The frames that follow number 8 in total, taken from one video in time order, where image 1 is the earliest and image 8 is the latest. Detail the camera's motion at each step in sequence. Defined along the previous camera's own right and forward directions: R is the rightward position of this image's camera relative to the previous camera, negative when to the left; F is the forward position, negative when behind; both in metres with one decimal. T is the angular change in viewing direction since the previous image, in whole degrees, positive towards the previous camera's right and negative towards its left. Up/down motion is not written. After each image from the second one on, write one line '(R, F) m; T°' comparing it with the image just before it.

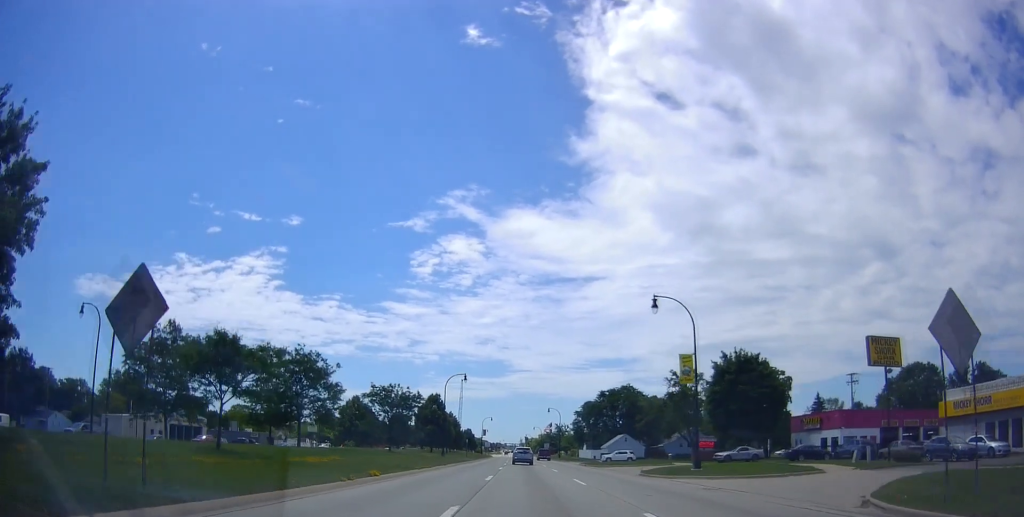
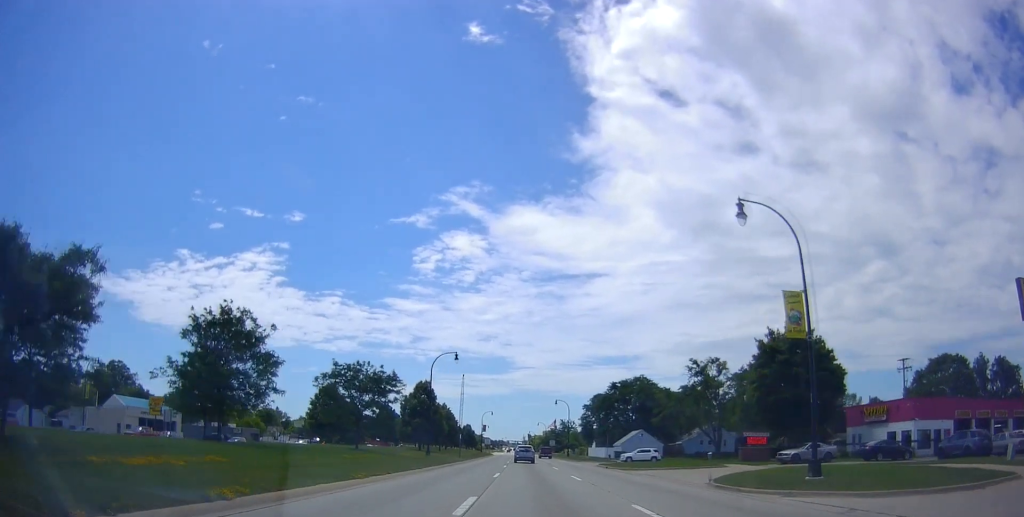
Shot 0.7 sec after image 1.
(+0.2, +12.7) m; -1°
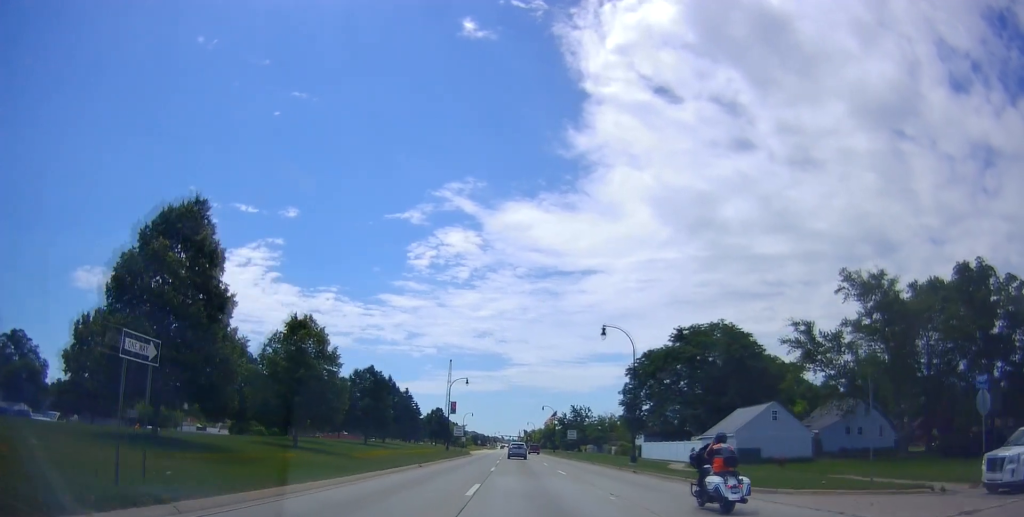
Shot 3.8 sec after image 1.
(+0.2, +56.7) m; 0°
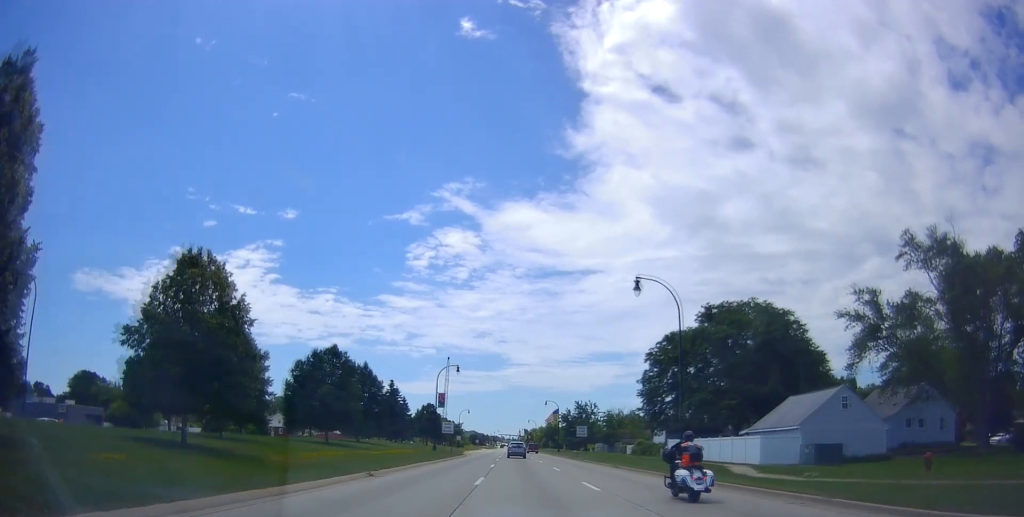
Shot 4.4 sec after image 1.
(-0.4, +11.7) m; -2°
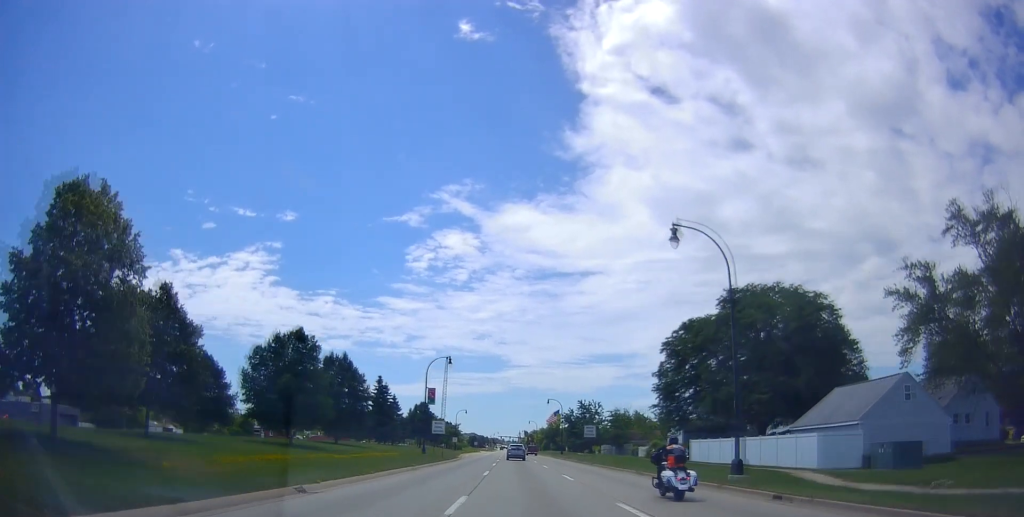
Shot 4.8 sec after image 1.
(-0.1, +7.4) m; 0°
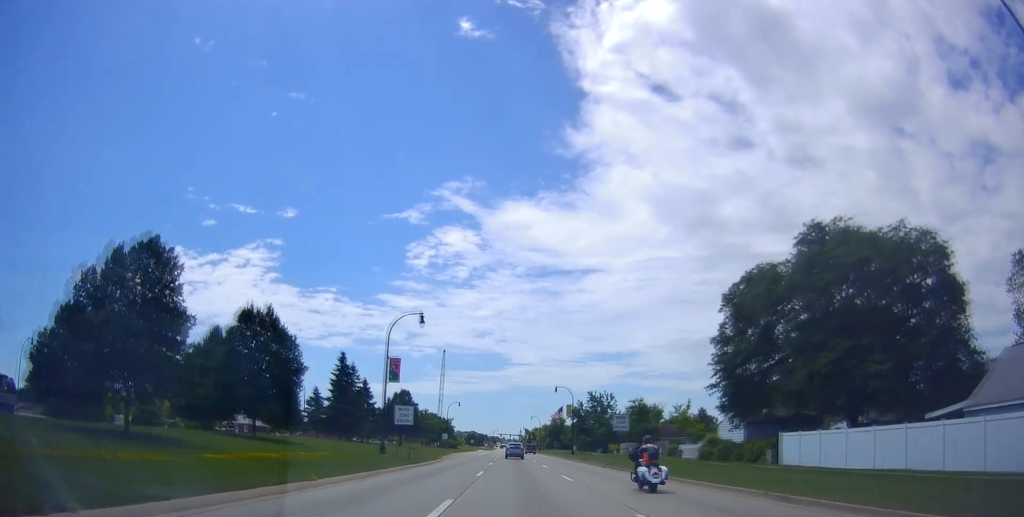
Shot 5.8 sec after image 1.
(+0.1, +17.4) m; +2°
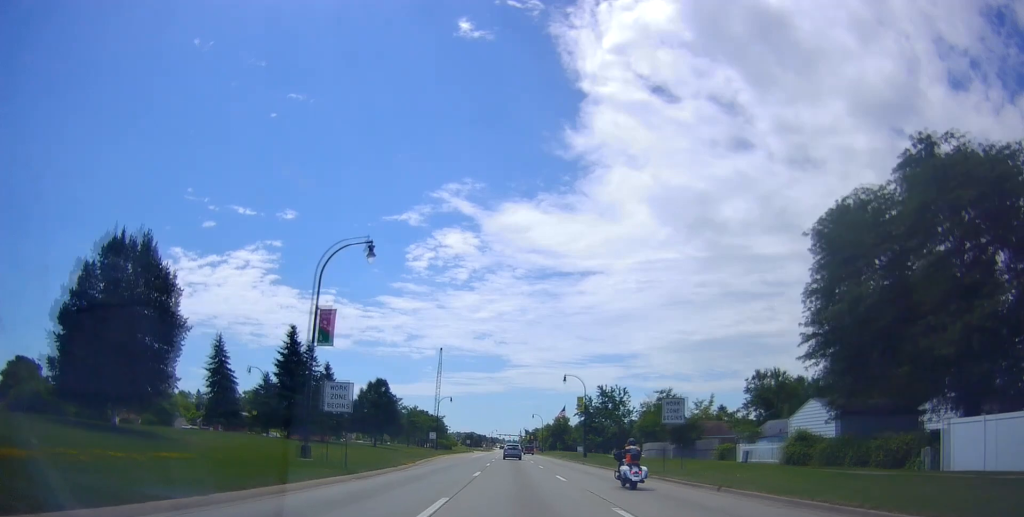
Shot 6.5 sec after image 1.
(+0.6, +14.2) m; +1°
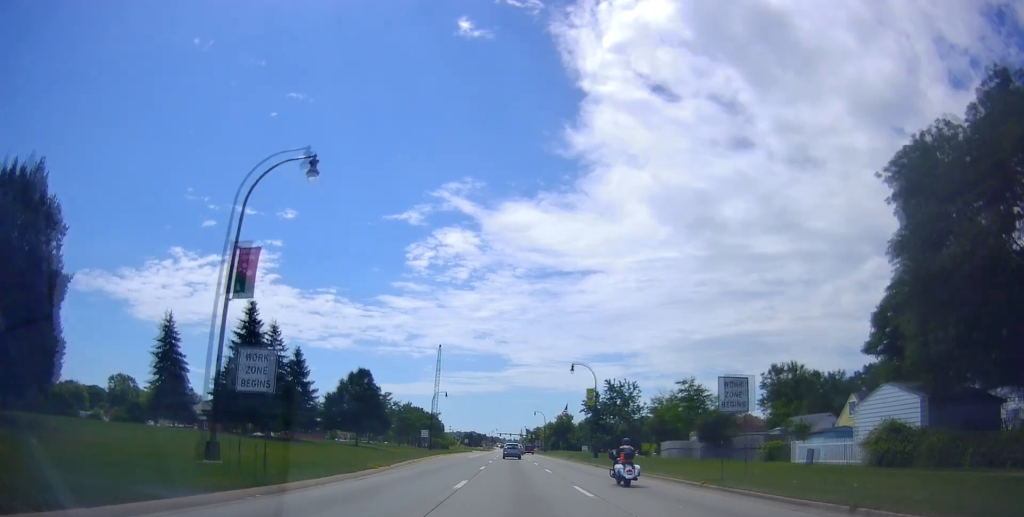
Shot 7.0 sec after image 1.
(-0.1, +8.0) m; 0°
